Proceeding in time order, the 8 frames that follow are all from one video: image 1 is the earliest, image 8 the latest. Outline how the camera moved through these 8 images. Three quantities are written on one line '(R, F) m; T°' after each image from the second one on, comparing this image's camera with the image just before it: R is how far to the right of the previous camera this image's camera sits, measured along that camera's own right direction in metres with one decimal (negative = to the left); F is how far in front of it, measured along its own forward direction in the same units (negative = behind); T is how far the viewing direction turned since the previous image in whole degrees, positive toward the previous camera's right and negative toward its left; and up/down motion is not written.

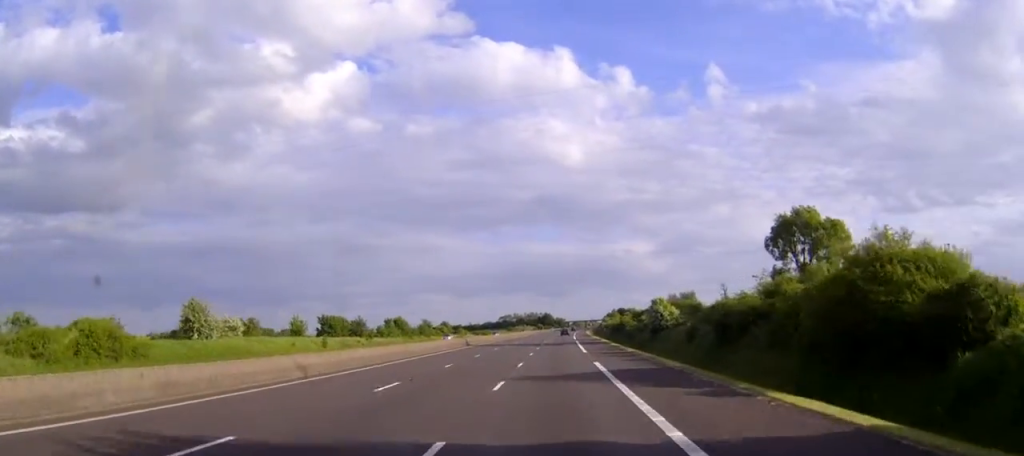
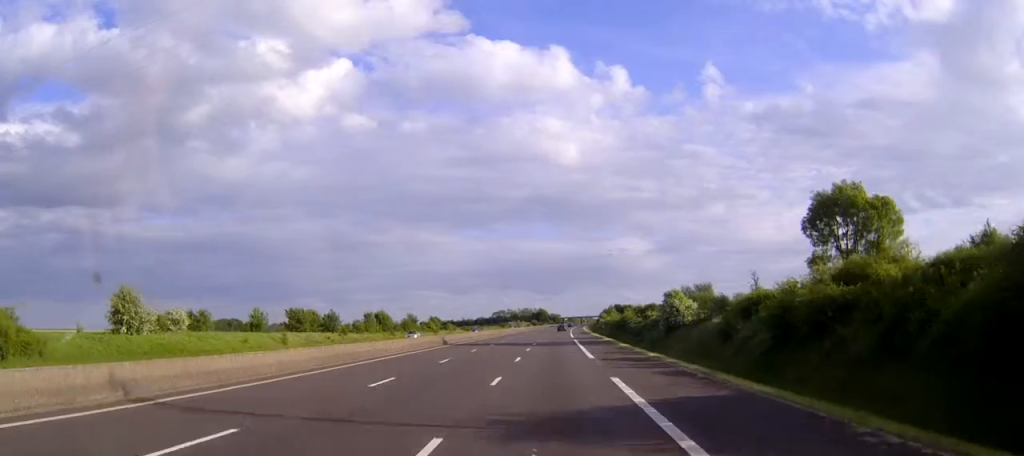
(0.0, +13.2) m; 0°
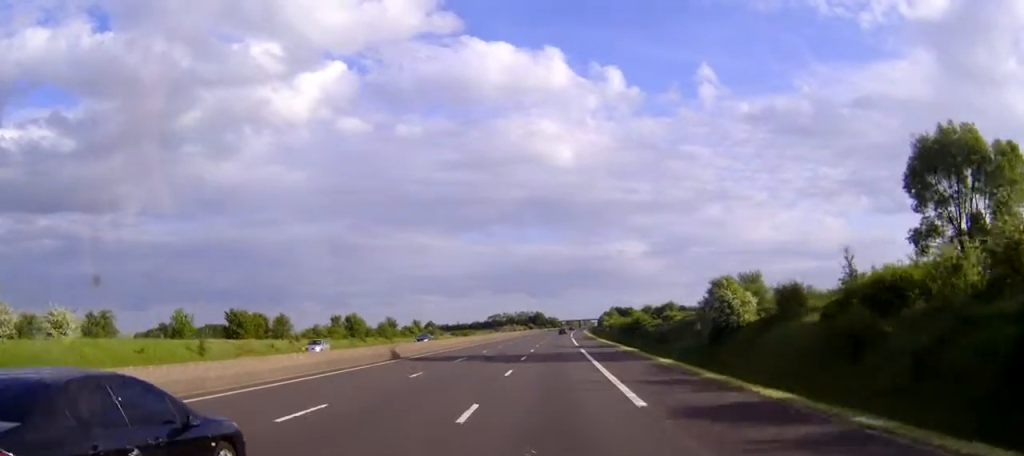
(+0.1, +20.7) m; 0°
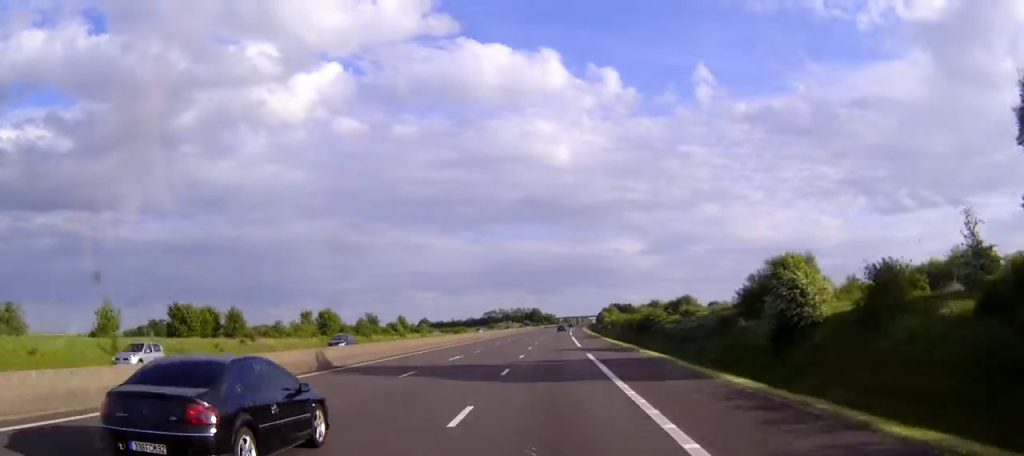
(0.0, +14.1) m; 0°
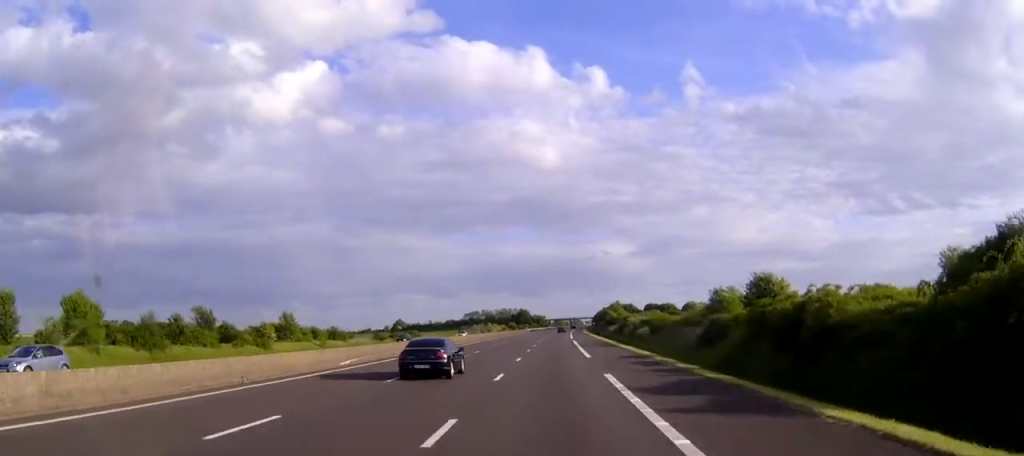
(+0.4, +67.5) m; +1°
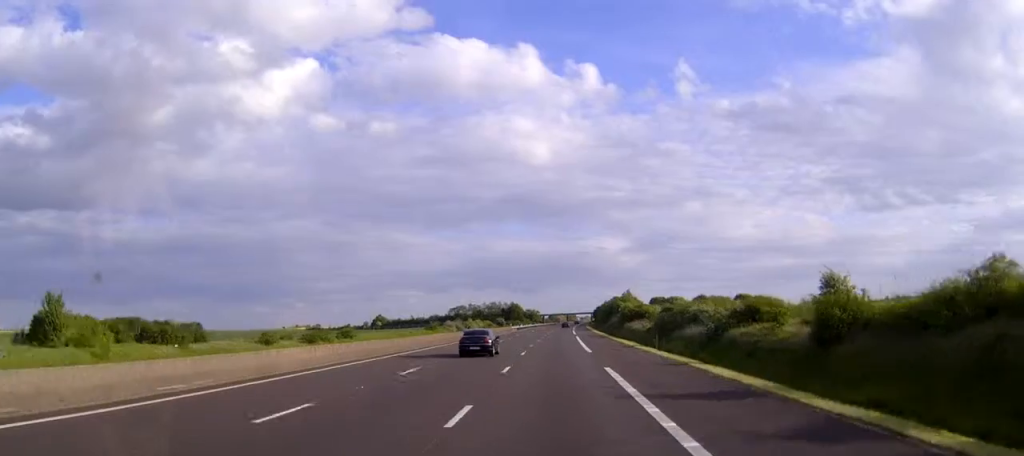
(+0.2, +50.5) m; 0°
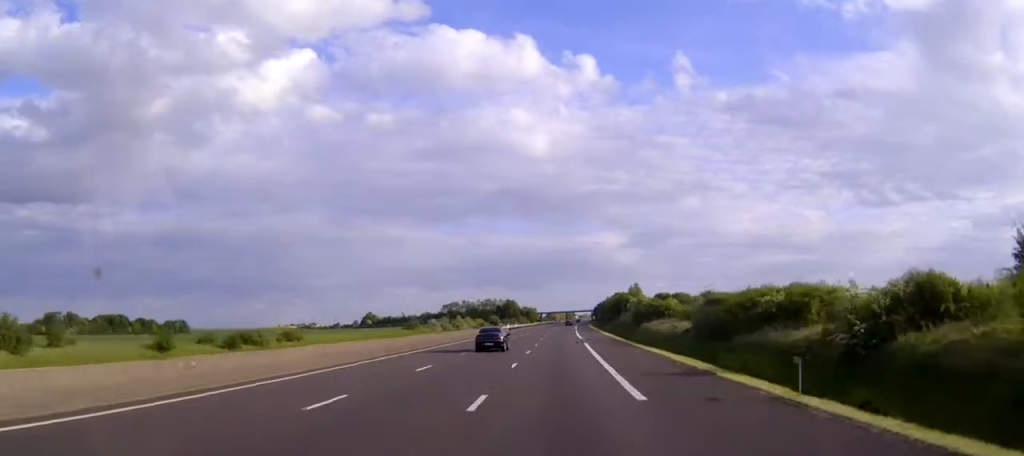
(0.0, +23.3) m; 0°
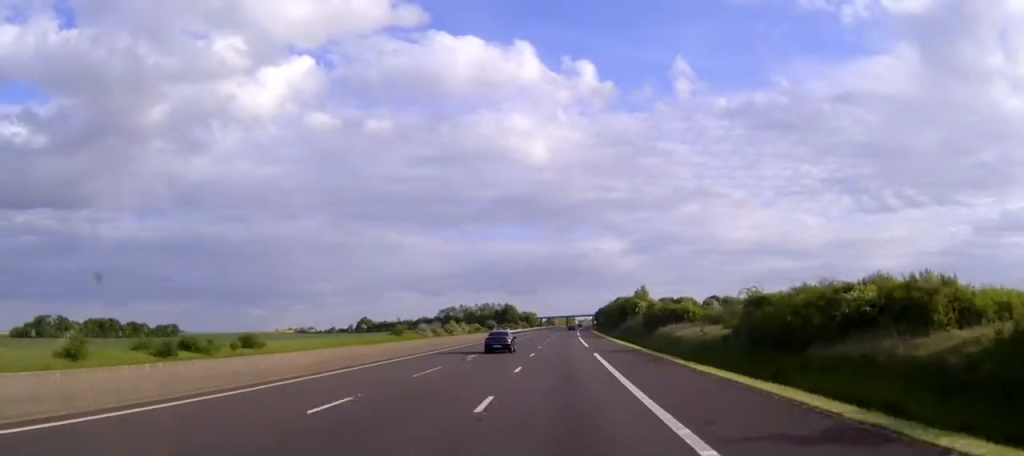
(0.0, +13.0) m; 0°
